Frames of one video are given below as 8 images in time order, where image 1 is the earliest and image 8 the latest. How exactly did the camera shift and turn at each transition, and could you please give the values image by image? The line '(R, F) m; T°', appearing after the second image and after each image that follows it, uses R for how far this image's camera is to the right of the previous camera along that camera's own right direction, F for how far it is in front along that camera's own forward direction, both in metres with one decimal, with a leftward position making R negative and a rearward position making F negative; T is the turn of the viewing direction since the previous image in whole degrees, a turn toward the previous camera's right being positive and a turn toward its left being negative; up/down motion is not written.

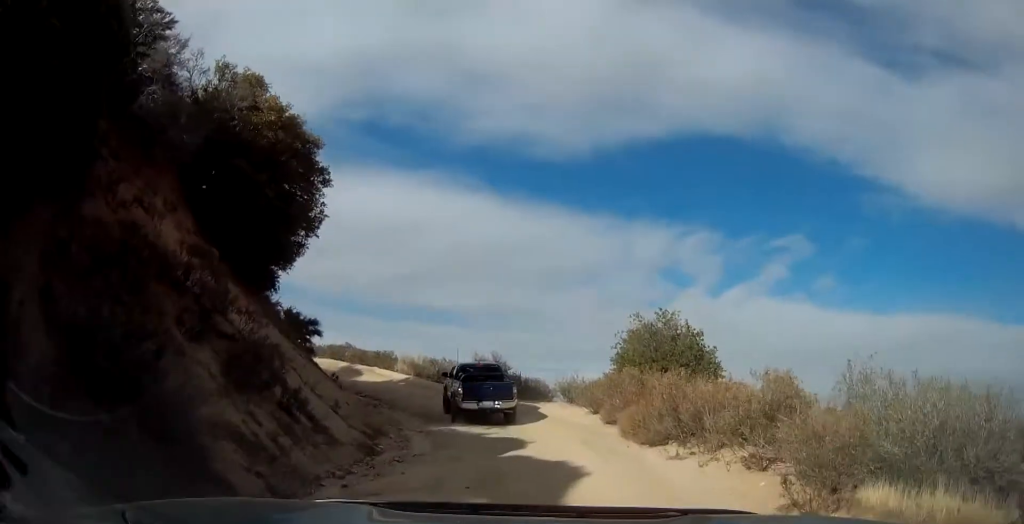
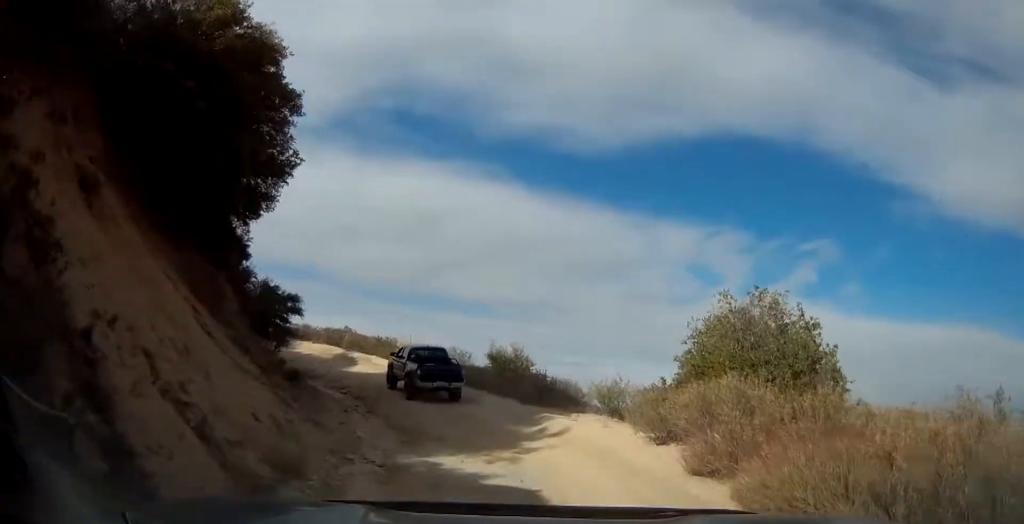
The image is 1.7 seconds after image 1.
(-0.4, +6.3) m; +3°
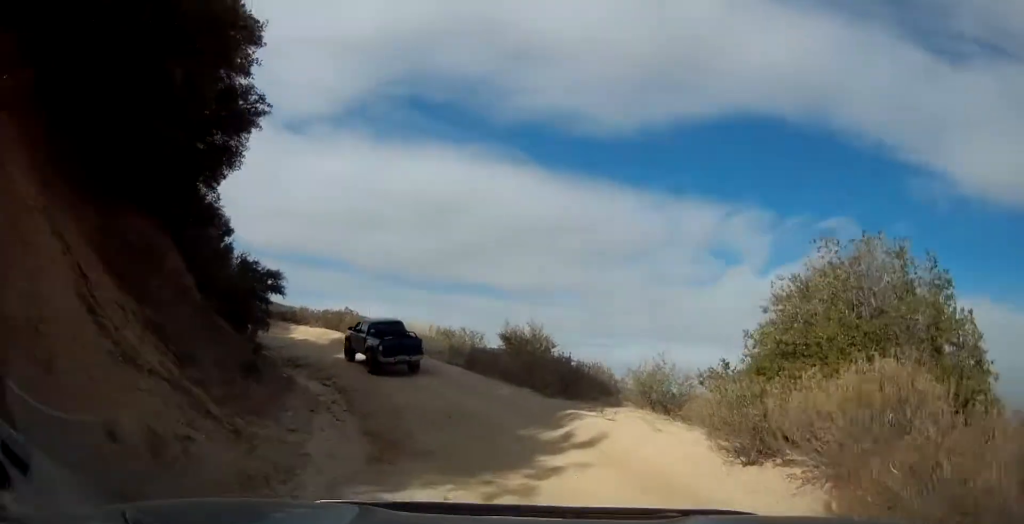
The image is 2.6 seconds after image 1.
(+0.2, +3.6) m; -1°
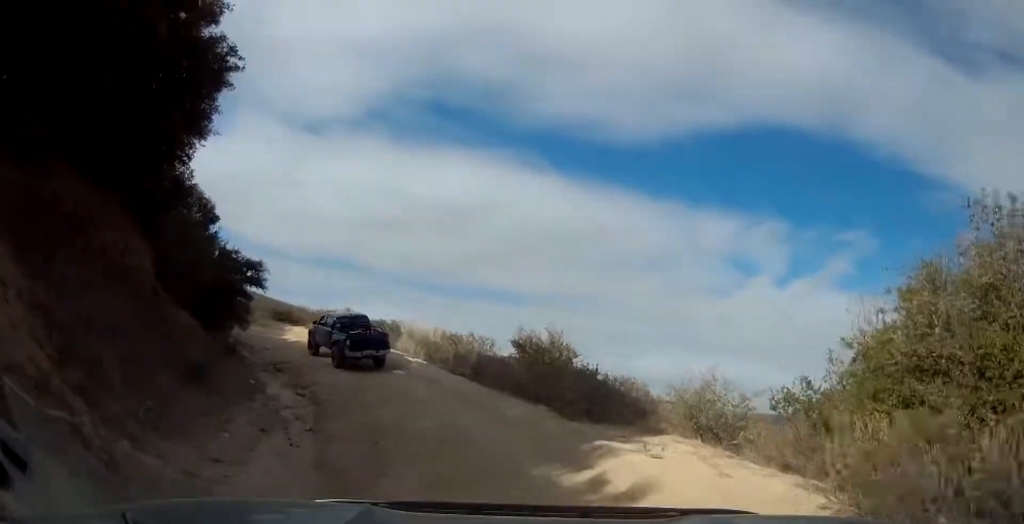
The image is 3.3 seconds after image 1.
(-0.1, +2.8) m; -5°
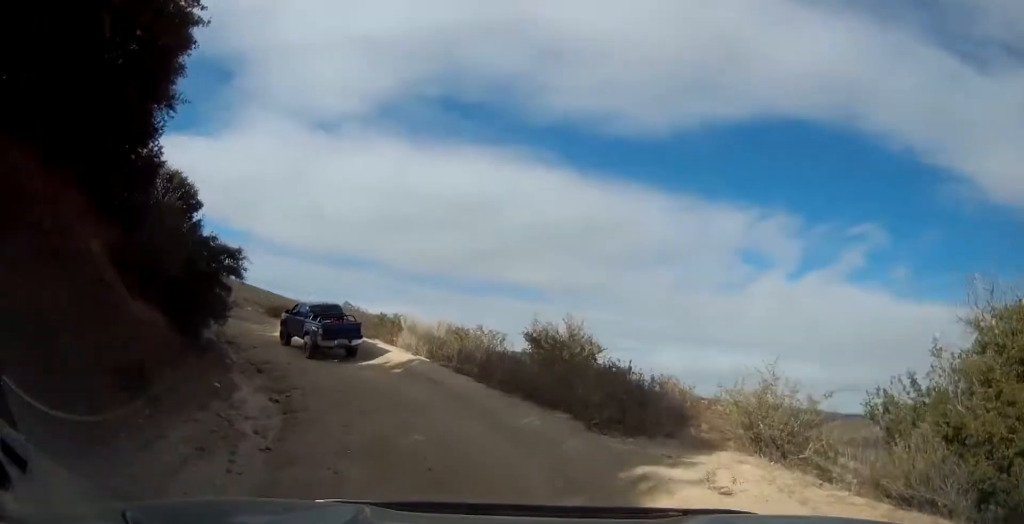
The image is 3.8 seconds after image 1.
(-0.2, +2.3) m; -3°
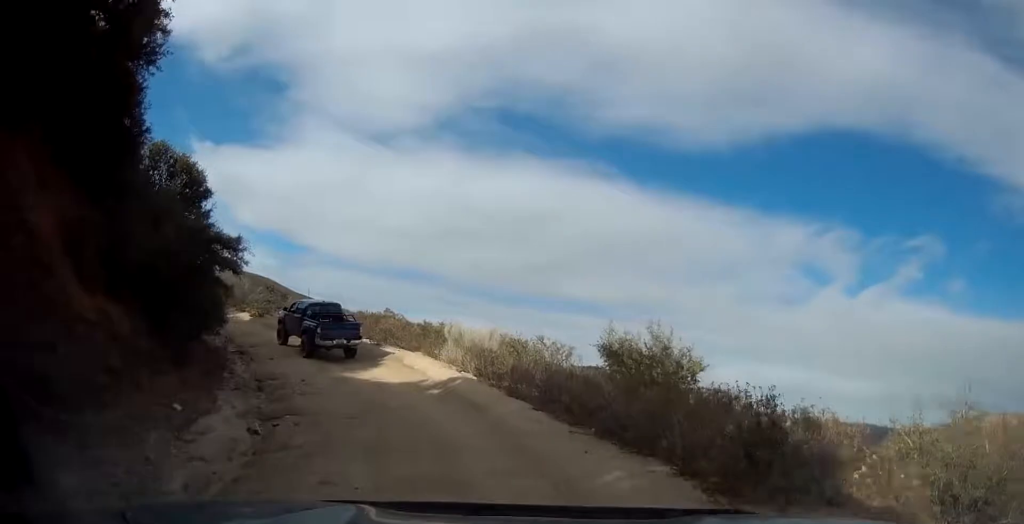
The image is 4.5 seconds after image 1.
(-0.1, +3.4) m; -4°
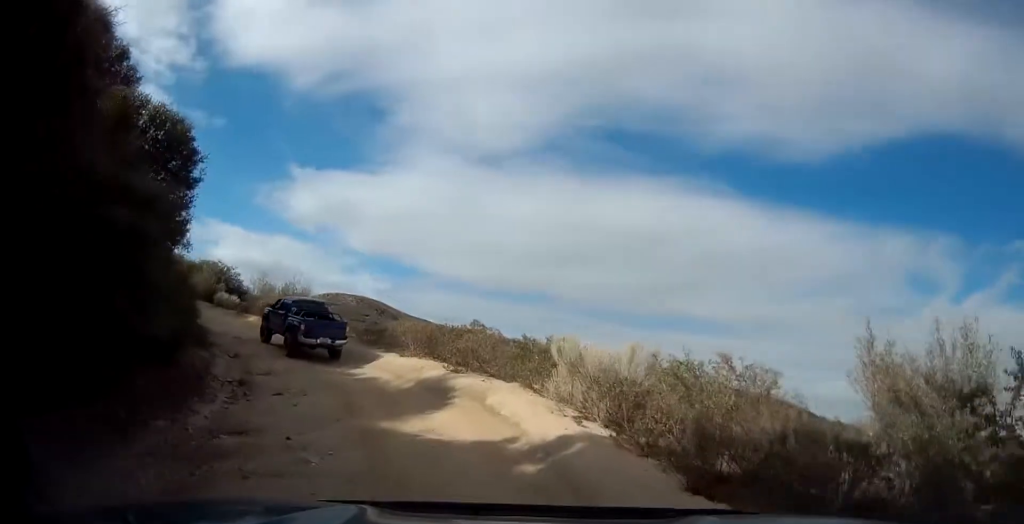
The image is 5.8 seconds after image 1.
(-0.5, +7.0) m; -12°
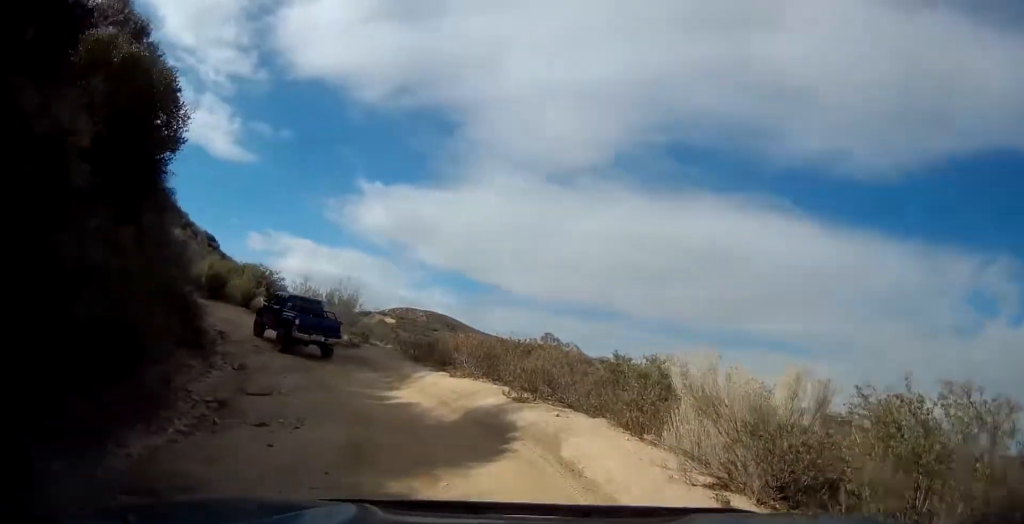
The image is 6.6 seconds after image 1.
(-0.4, +4.1) m; -7°
